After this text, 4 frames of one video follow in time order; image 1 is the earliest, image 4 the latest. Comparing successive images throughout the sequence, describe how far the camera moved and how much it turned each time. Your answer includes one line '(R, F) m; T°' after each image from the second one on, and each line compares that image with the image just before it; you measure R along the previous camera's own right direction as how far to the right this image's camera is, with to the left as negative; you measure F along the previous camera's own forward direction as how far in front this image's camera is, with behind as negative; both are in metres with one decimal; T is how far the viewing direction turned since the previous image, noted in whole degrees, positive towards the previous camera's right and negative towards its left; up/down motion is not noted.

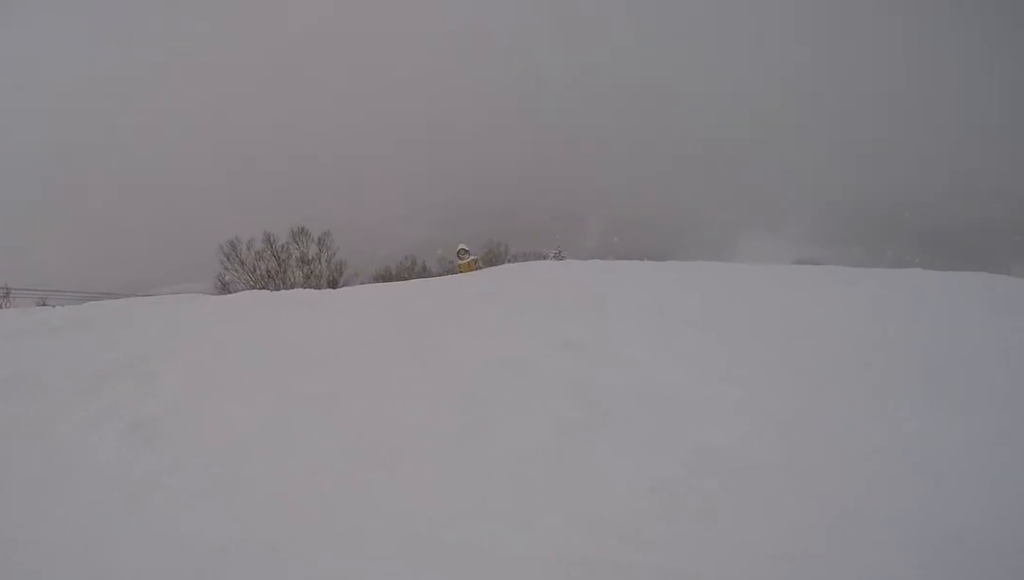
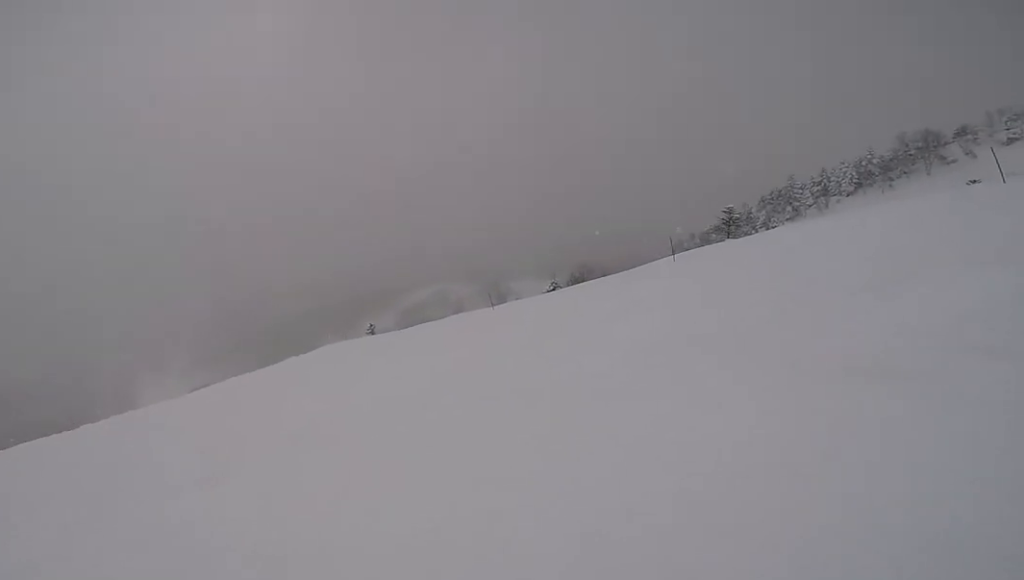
(+2.7, +4.3) m; +75°
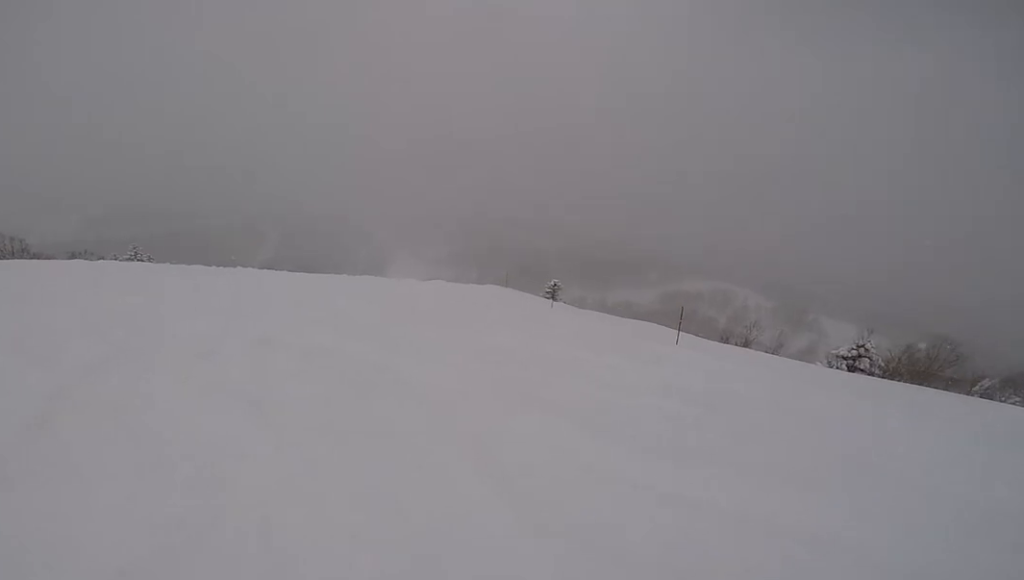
(+10.8, +12.7) m; 0°
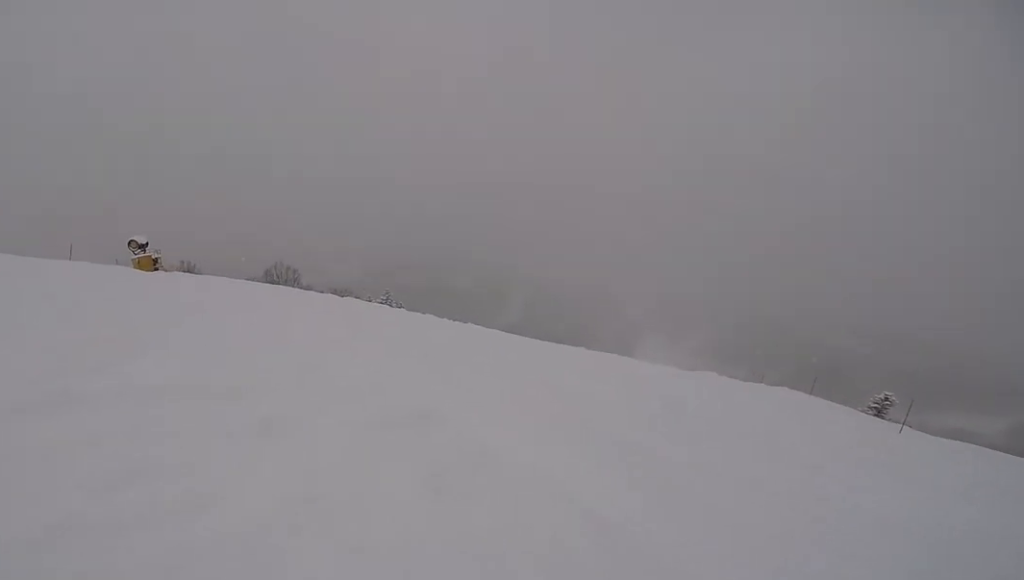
(-1.8, +4.3) m; -40°
